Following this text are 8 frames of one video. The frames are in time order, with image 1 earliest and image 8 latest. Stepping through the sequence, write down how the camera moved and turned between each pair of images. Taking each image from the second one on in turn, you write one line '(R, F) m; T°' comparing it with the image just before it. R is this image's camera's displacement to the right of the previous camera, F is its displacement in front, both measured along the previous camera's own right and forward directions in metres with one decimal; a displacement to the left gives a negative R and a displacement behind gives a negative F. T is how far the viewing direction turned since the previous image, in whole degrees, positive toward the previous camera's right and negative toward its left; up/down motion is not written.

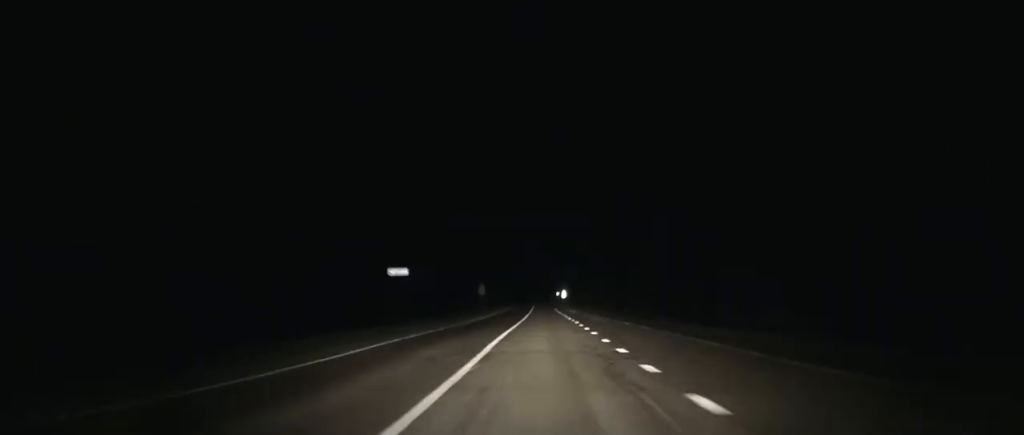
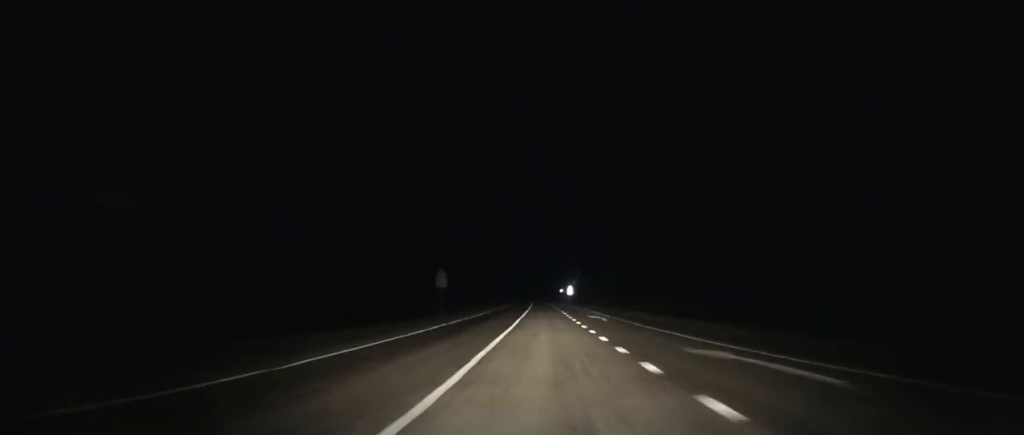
(0.0, +30.9) m; 0°
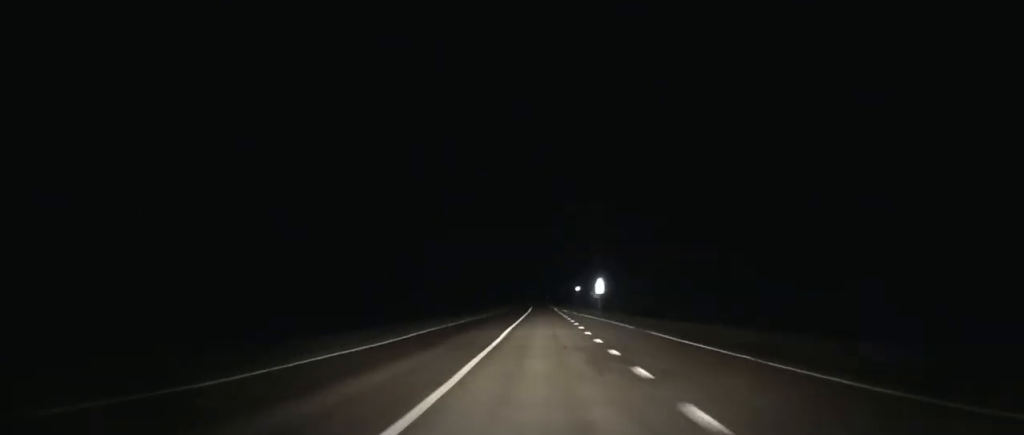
(-0.1, +55.3) m; 0°
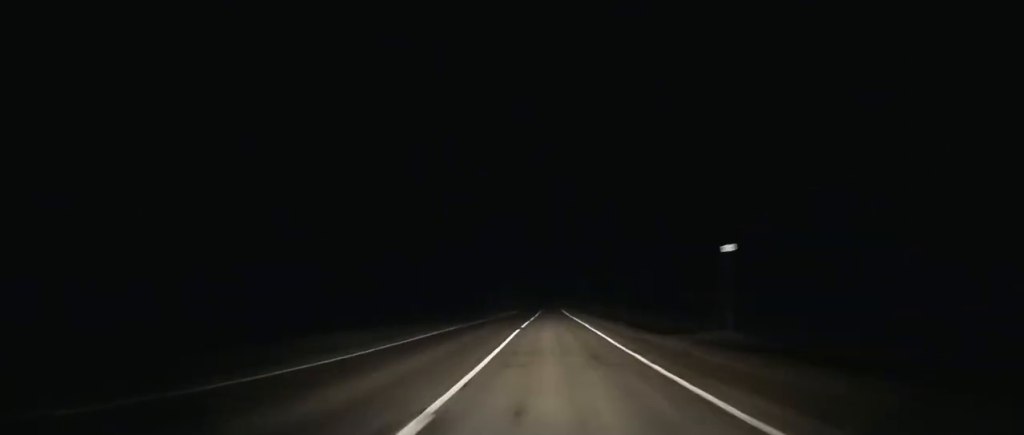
(-0.4, +83.4) m; 0°
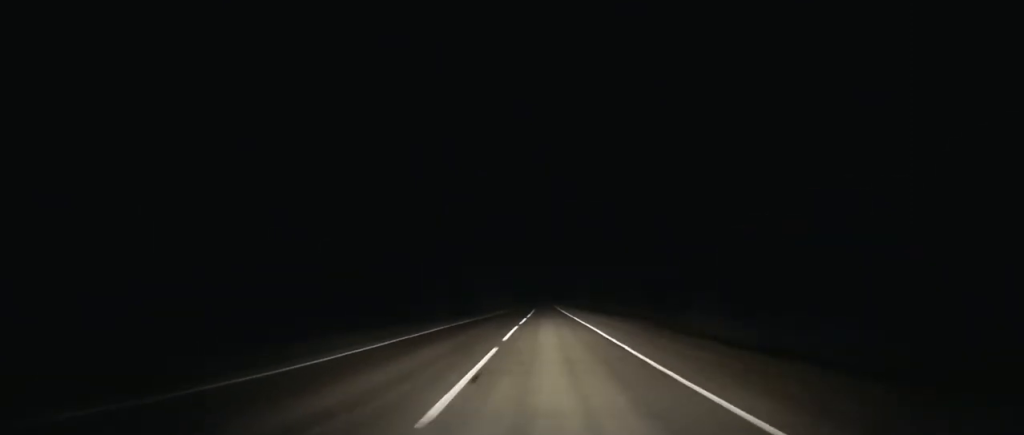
(0.0, +61.0) m; 0°
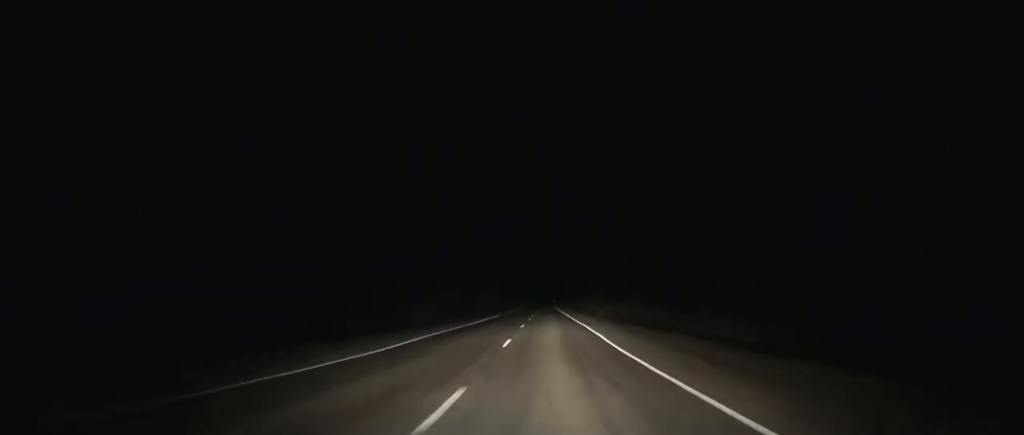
(+0.3, +90.3) m; 0°
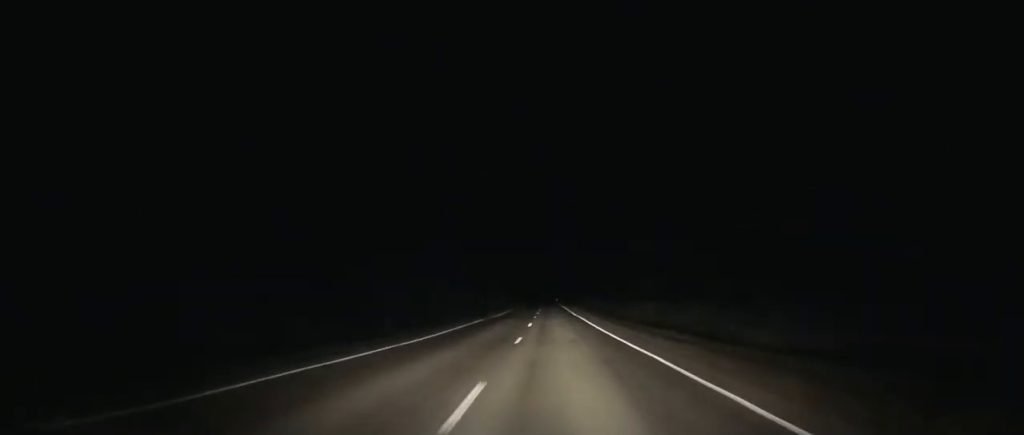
(0.0, +47.1) m; 0°
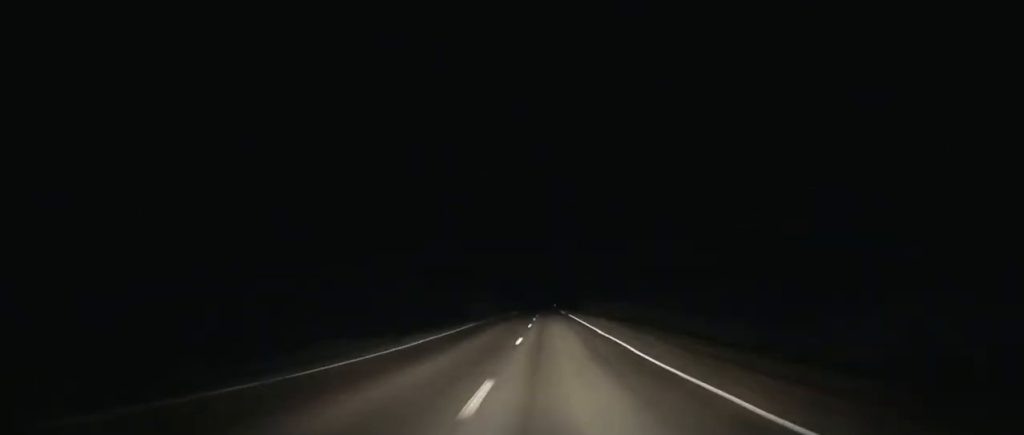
(+0.1, +32.9) m; 0°
